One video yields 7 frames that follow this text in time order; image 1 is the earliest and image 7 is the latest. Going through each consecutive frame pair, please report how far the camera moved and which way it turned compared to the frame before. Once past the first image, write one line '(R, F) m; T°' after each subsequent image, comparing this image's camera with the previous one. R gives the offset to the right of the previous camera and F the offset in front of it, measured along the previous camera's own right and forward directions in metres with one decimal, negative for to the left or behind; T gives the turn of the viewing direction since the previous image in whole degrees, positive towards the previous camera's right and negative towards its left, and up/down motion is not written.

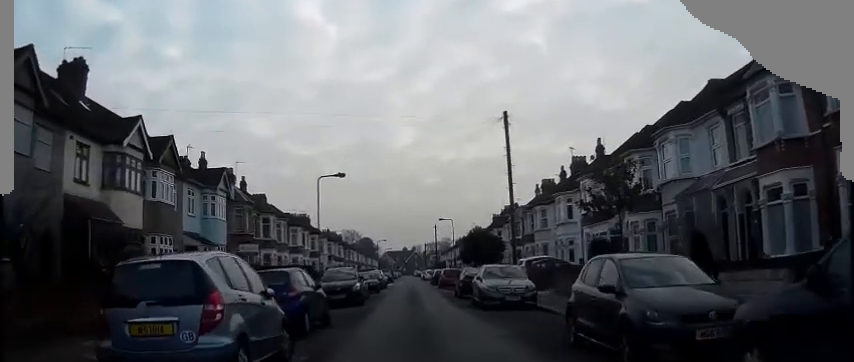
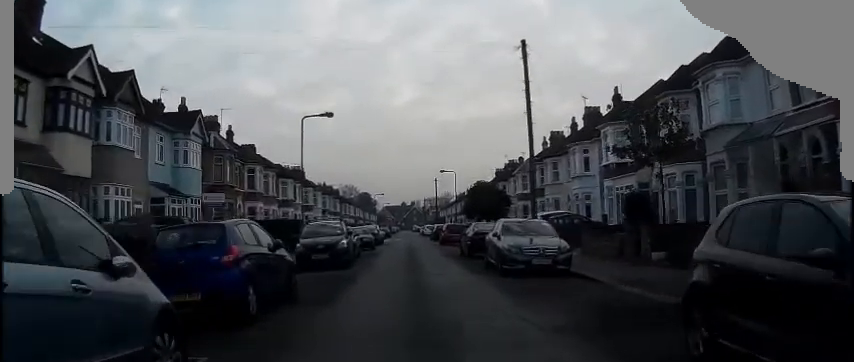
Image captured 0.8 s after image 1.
(0.0, +4.5) m; 0°
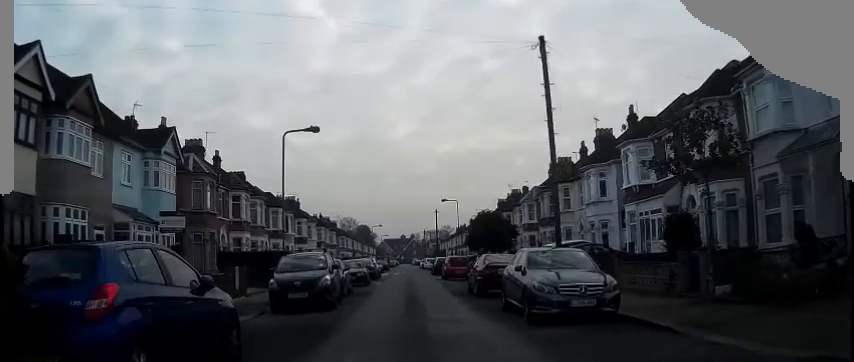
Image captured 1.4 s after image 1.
(0.0, +3.9) m; +1°
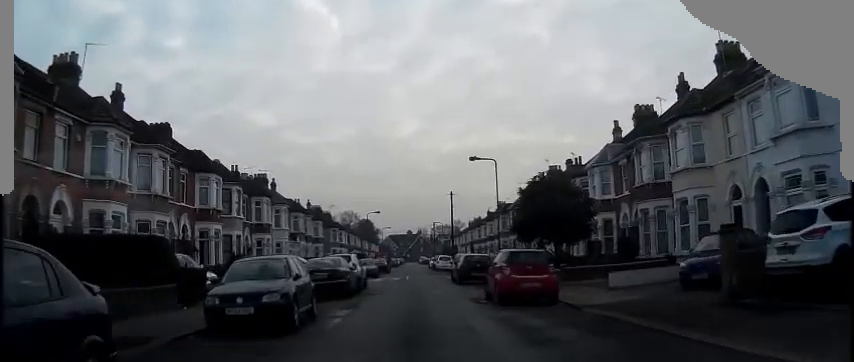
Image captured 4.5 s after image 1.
(+0.7, +20.6) m; +2°
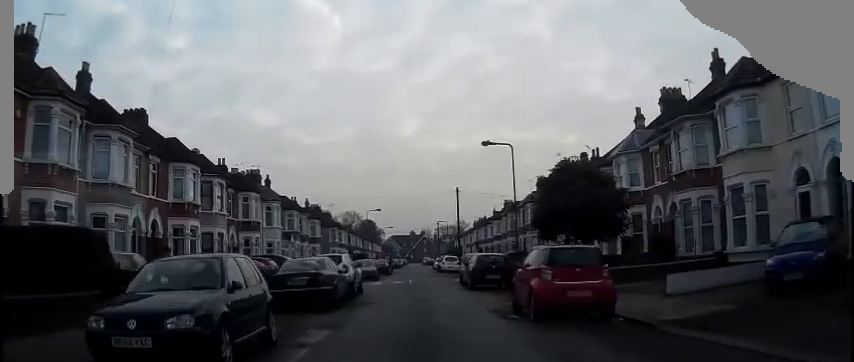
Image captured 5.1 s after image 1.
(0.0, +4.6) m; -1°
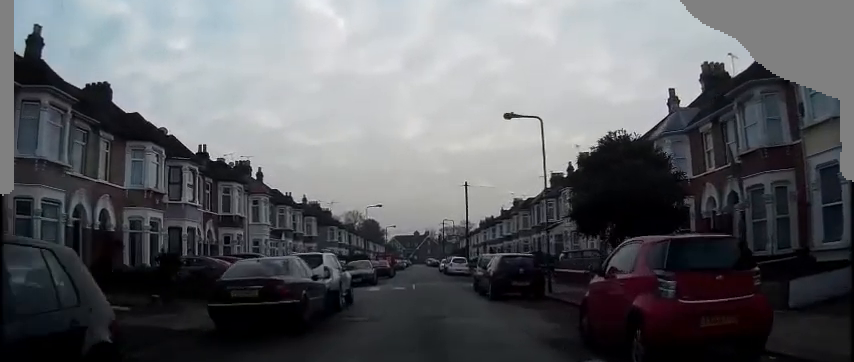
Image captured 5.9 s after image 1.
(-0.1, +5.8) m; -1°
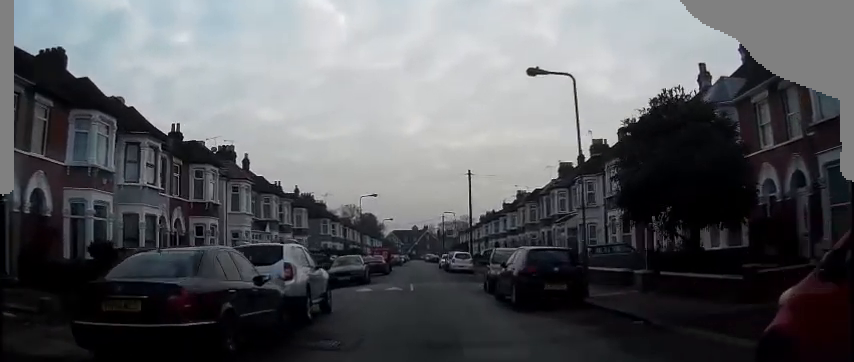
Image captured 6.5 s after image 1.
(0.0, +5.0) m; 0°
